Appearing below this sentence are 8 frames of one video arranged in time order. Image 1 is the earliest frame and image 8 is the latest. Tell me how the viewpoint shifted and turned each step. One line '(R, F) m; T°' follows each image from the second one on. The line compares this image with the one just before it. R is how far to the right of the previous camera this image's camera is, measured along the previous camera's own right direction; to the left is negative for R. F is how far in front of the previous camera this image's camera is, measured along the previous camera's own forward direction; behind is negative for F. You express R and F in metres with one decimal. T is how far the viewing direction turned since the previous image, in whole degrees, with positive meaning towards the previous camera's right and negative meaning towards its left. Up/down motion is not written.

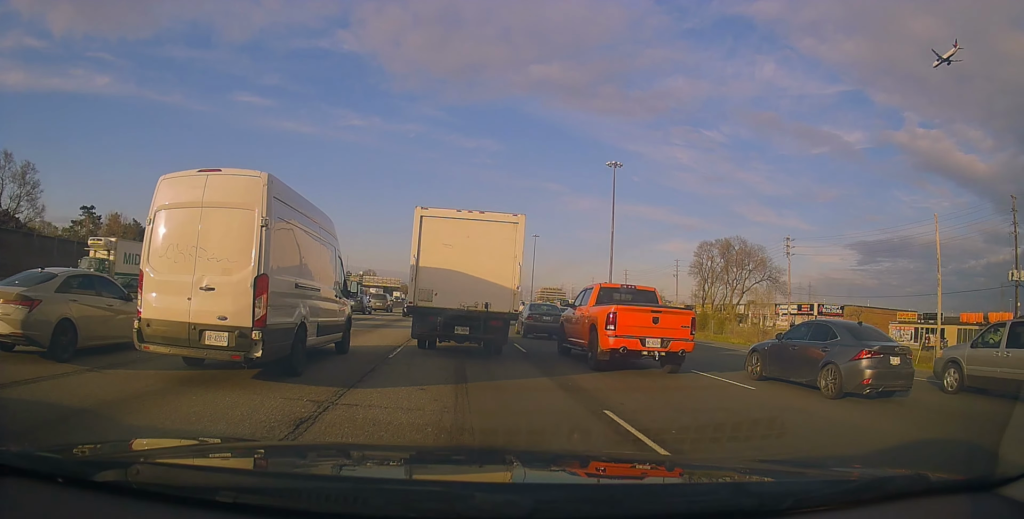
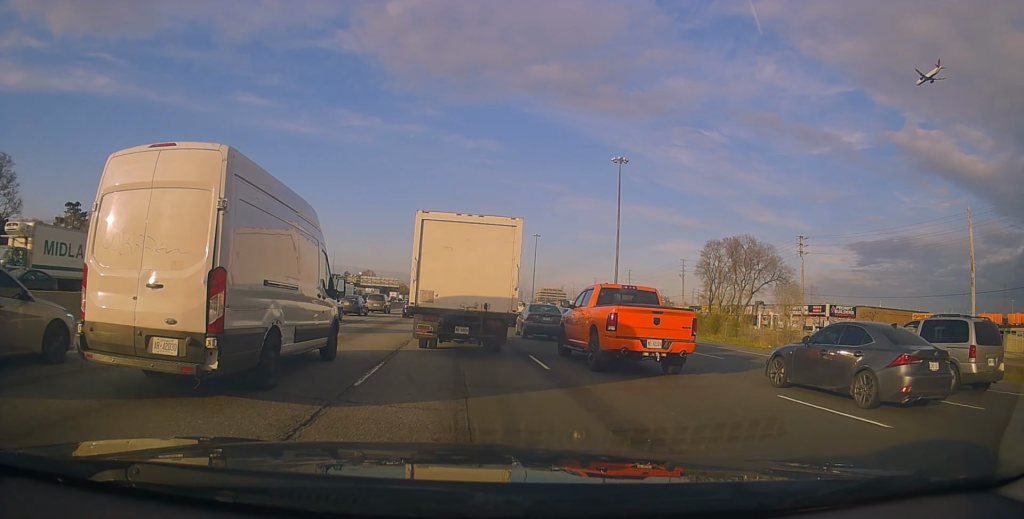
(+0.3, +4.0) m; 0°
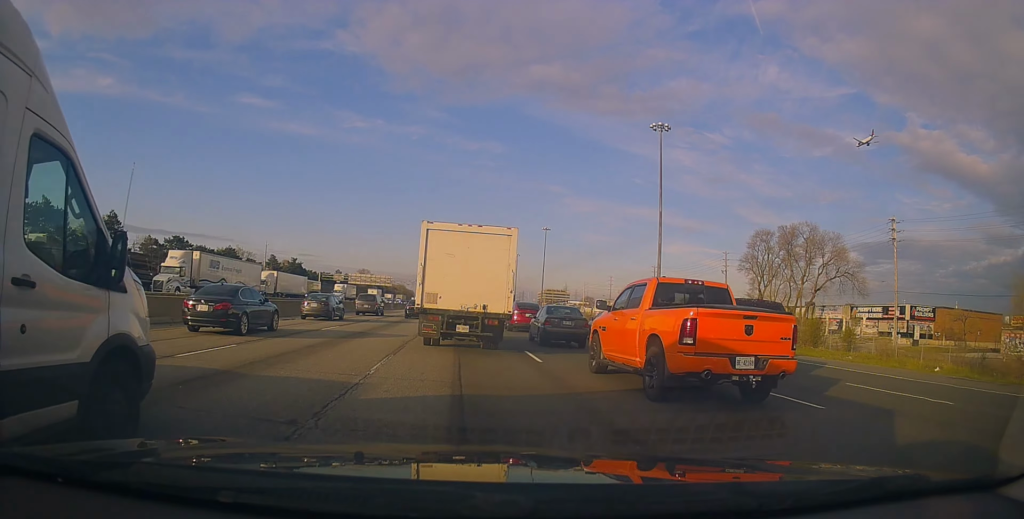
(+1.0, +20.6) m; +2°
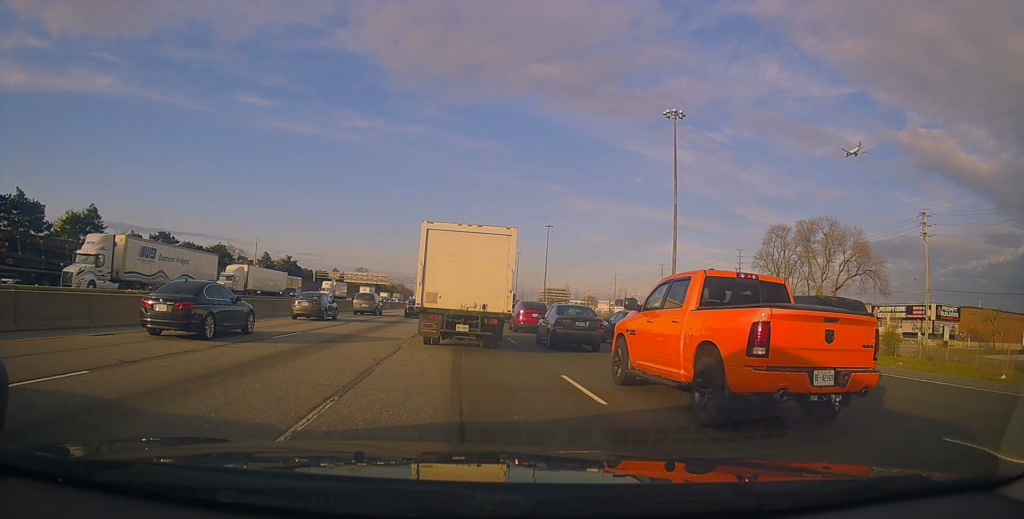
(-0.5, +5.7) m; -2°
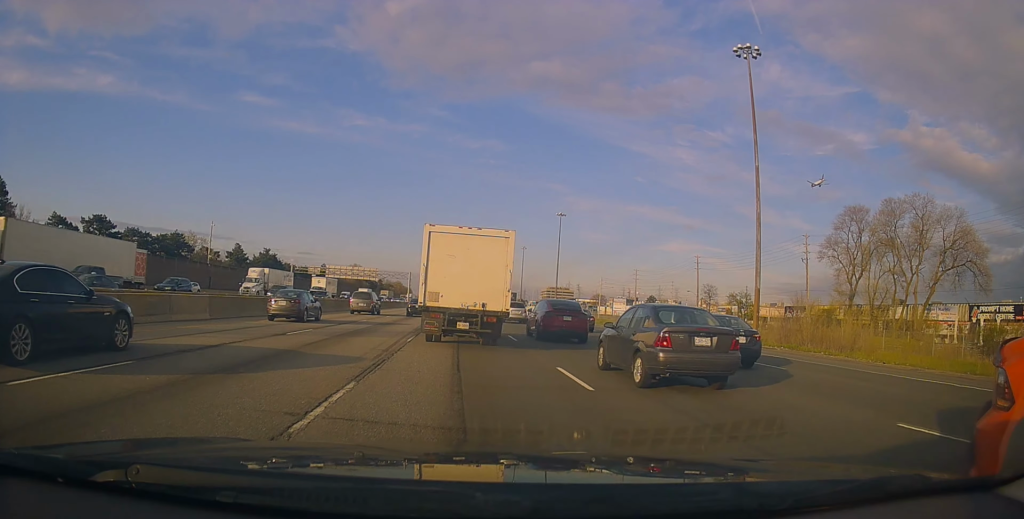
(-0.1, +22.0) m; +1°
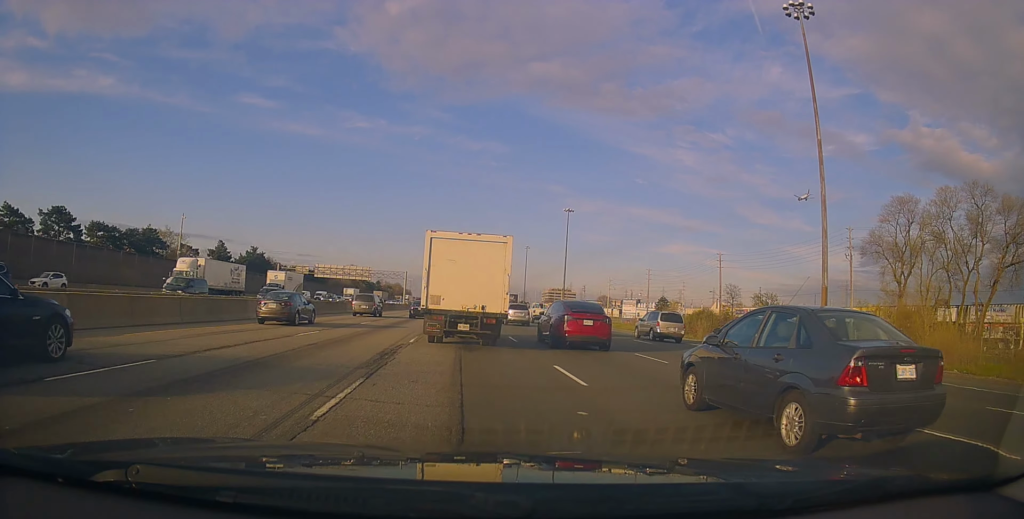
(0.0, +11.4) m; 0°
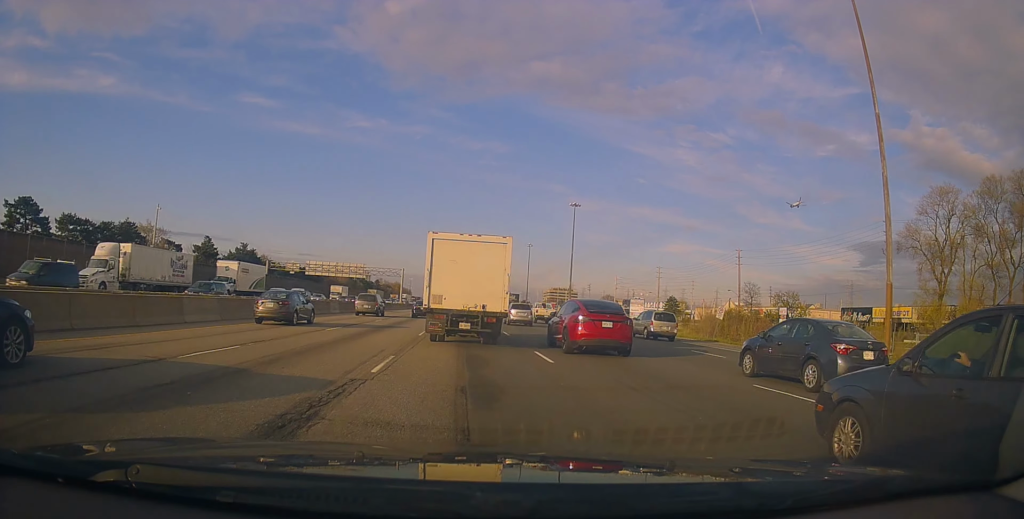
(0.0, +7.9) m; 0°
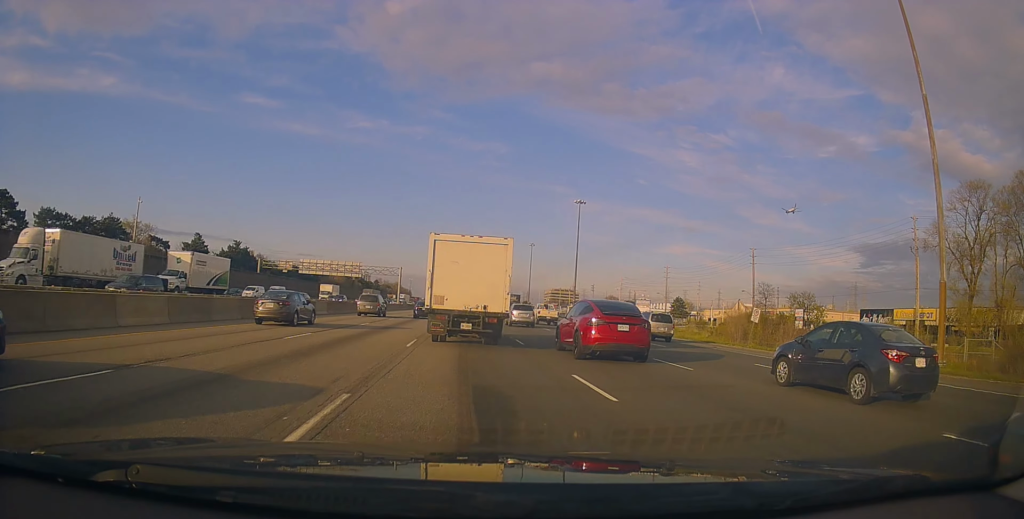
(0.0, +5.0) m; +1°
